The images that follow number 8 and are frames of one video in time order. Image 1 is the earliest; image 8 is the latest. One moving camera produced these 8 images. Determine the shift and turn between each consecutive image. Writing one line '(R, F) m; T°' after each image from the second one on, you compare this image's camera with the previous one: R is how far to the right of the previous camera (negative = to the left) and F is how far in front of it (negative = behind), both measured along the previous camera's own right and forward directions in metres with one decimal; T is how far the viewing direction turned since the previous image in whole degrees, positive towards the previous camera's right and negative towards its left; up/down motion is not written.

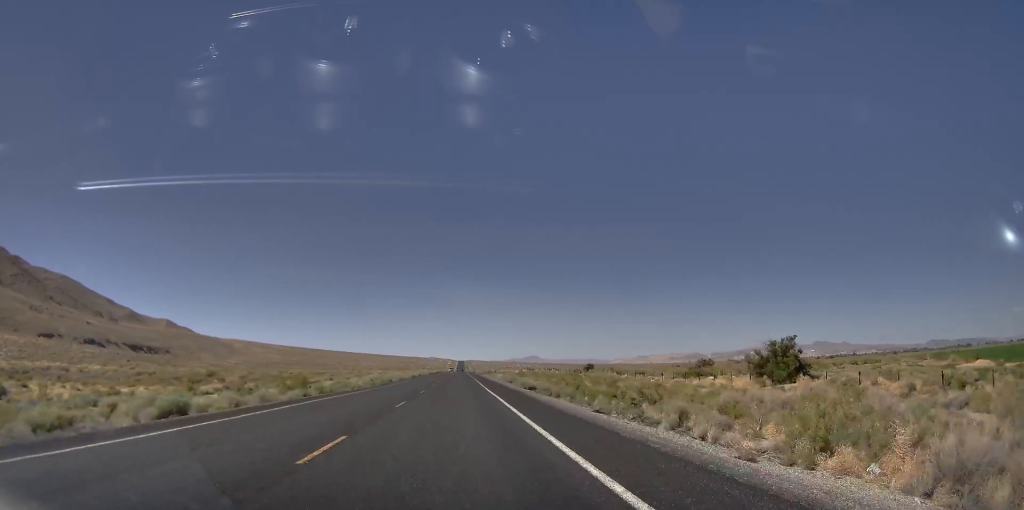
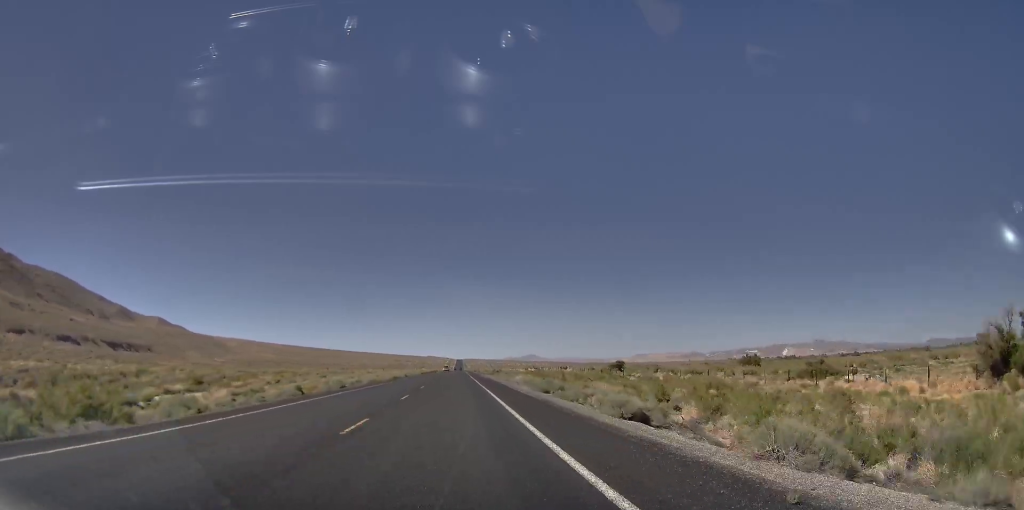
(-0.5, +32.9) m; 0°
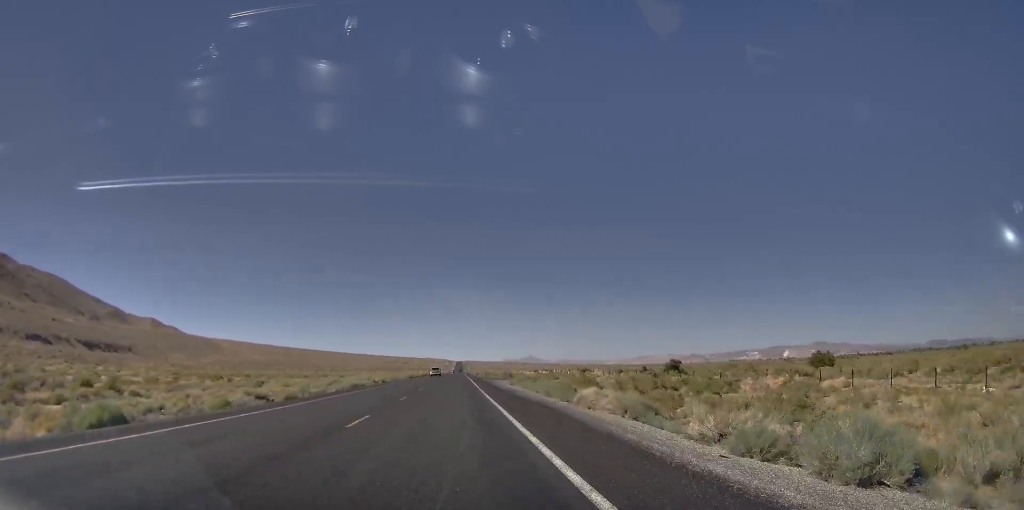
(+0.5, +34.8) m; +1°
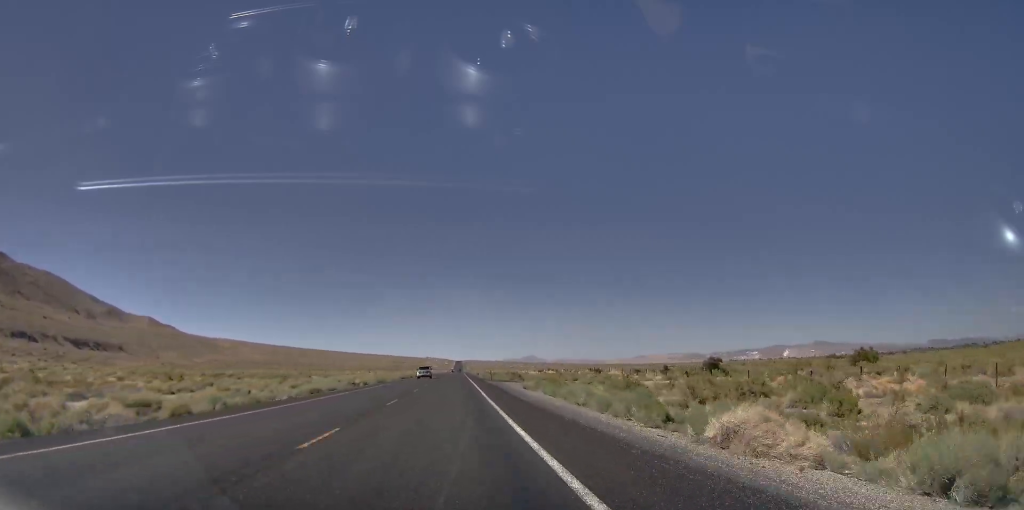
(-0.1, +15.8) m; 0°
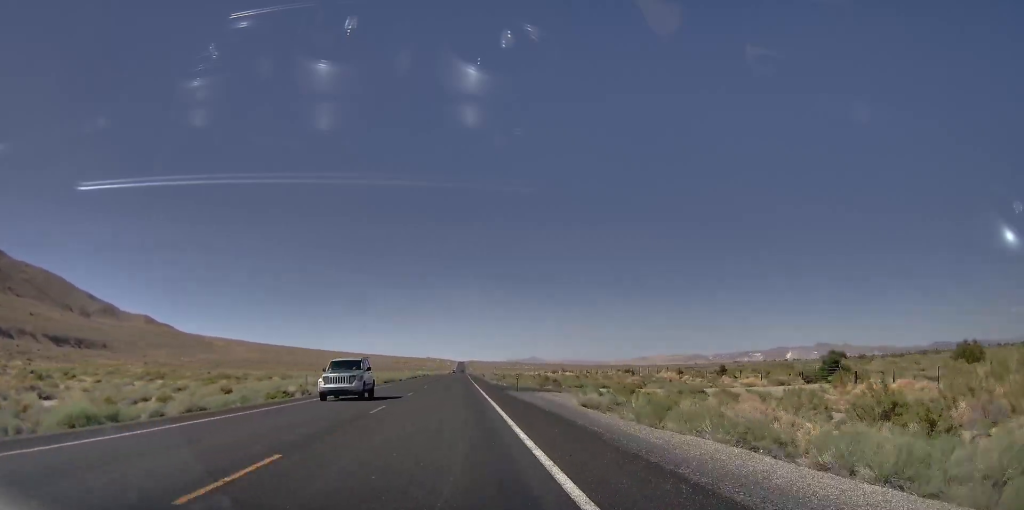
(-0.2, +28.6) m; -1°
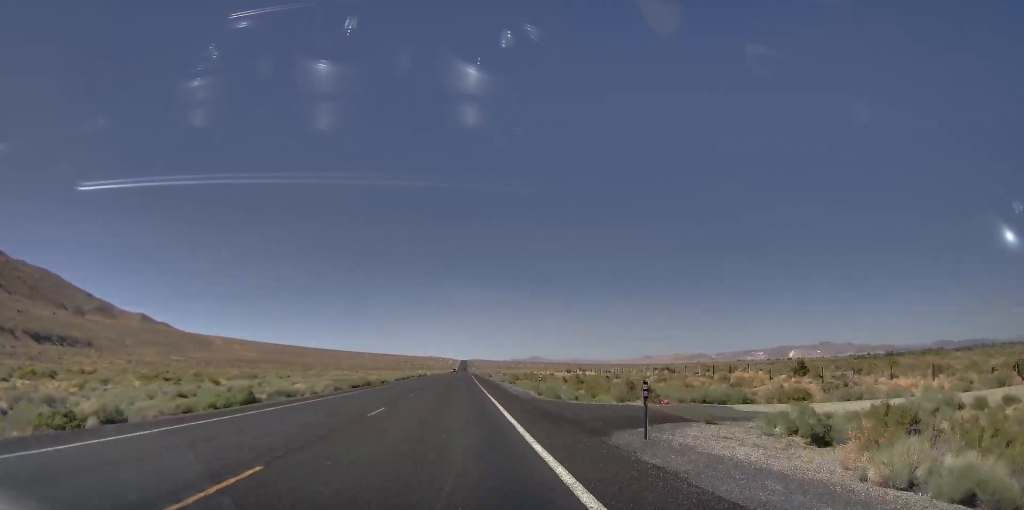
(-0.1, +25.4) m; 0°
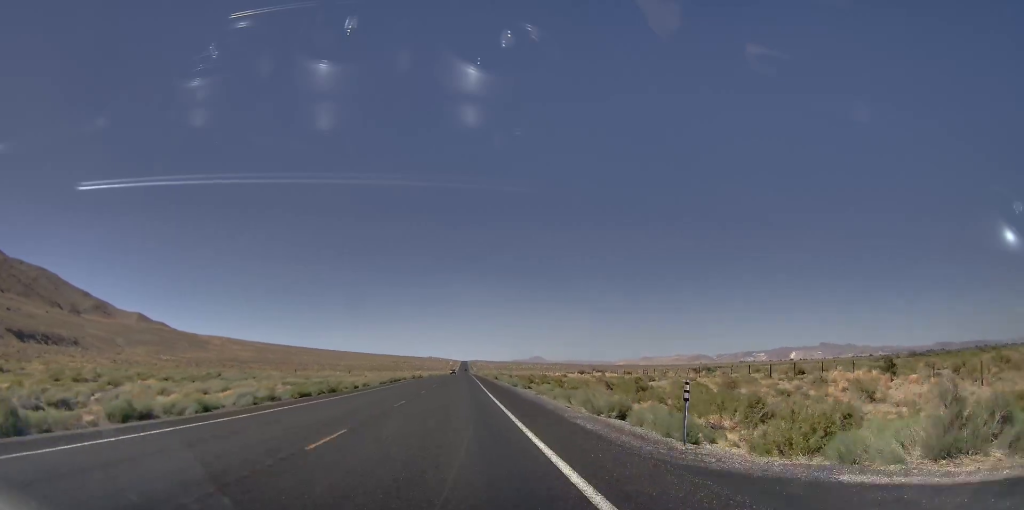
(0.0, +19.0) m; 0°
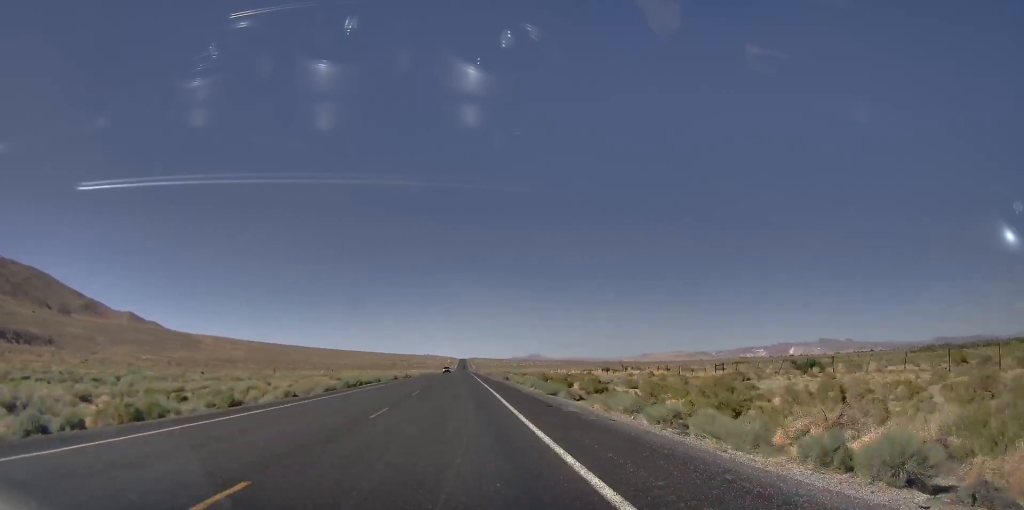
(0.0, +30.7) m; 0°
